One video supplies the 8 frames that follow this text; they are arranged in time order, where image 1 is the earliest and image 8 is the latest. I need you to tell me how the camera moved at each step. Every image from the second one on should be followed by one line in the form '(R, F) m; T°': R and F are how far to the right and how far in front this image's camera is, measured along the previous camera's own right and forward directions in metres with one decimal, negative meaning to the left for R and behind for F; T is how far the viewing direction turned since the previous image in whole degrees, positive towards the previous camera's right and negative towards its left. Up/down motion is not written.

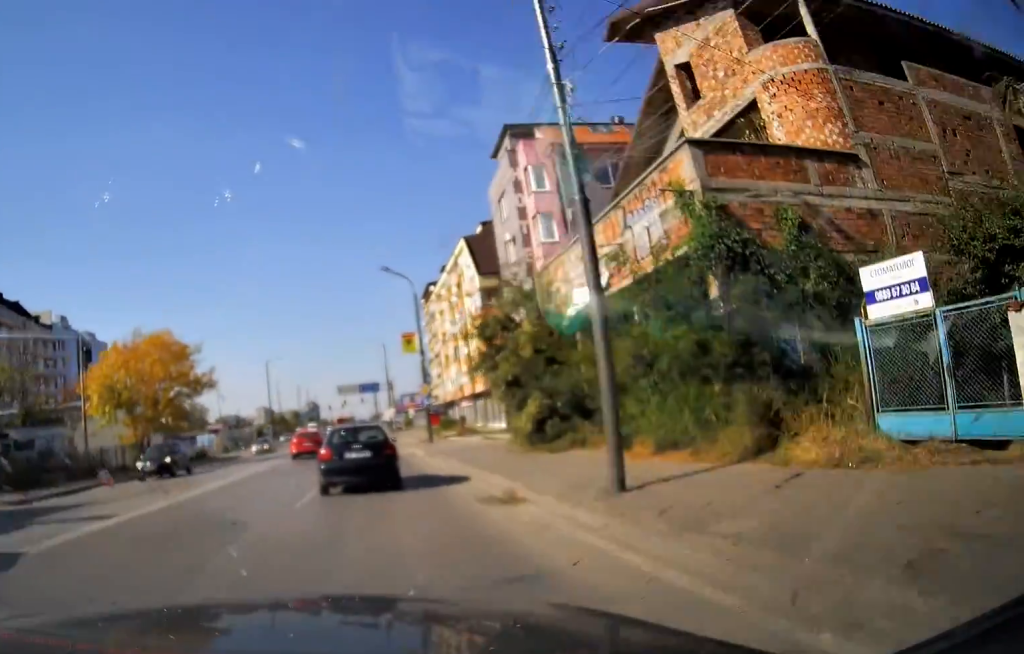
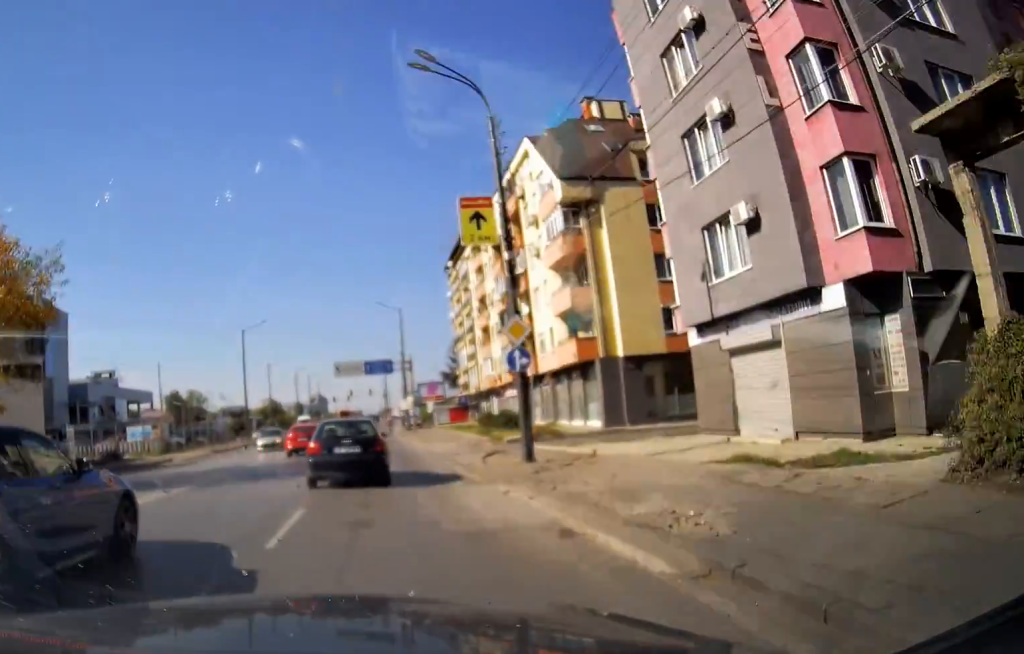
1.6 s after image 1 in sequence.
(0.0, +22.0) m; 0°
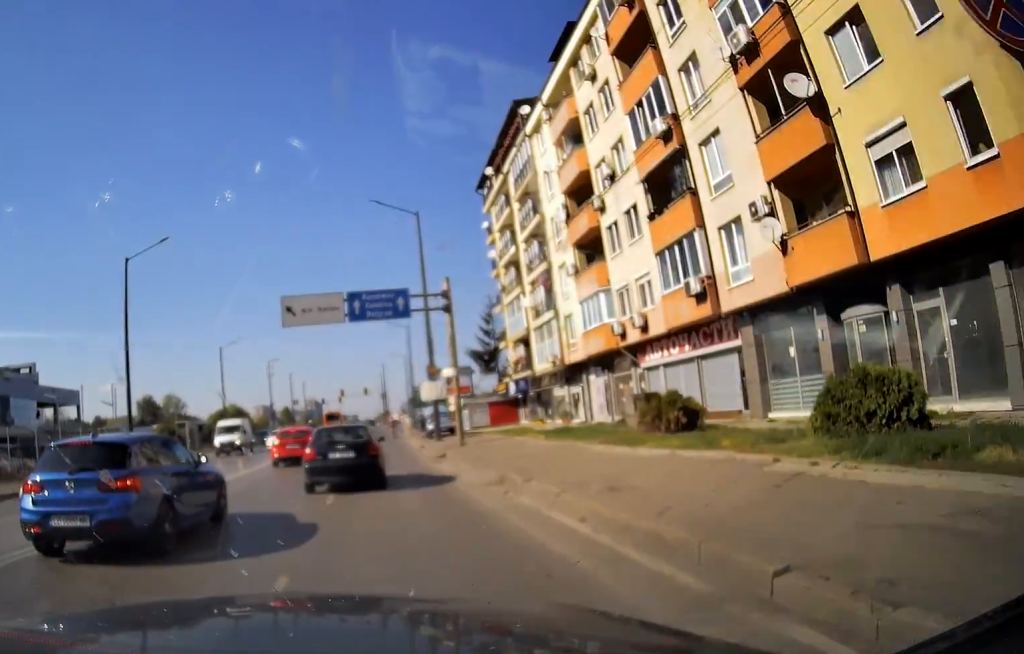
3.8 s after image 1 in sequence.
(-0.5, +30.9) m; -1°
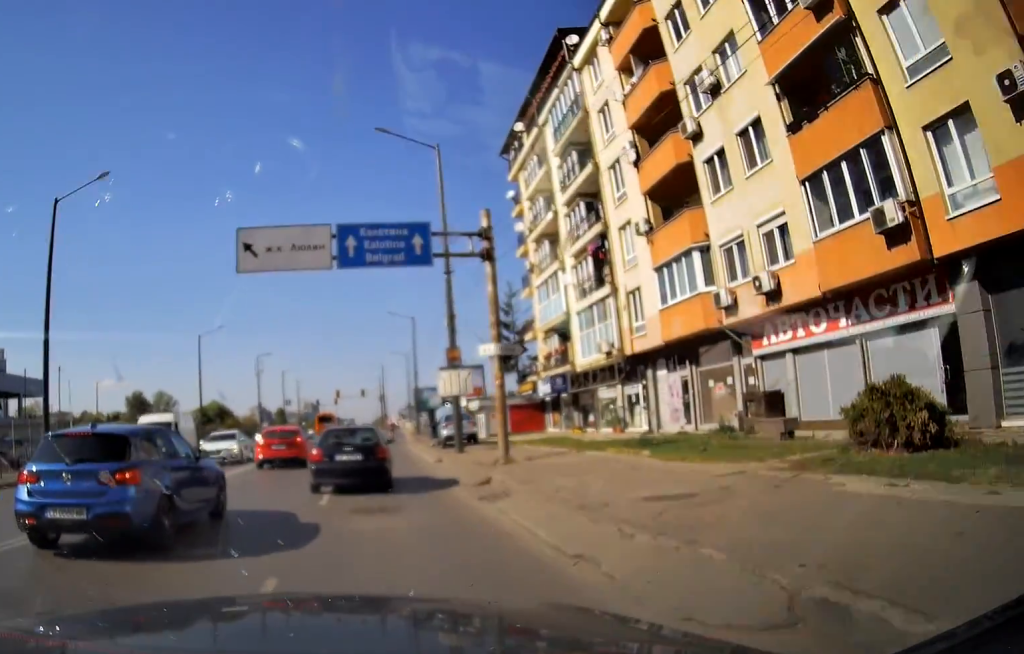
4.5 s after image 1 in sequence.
(0.0, +9.0) m; 0°
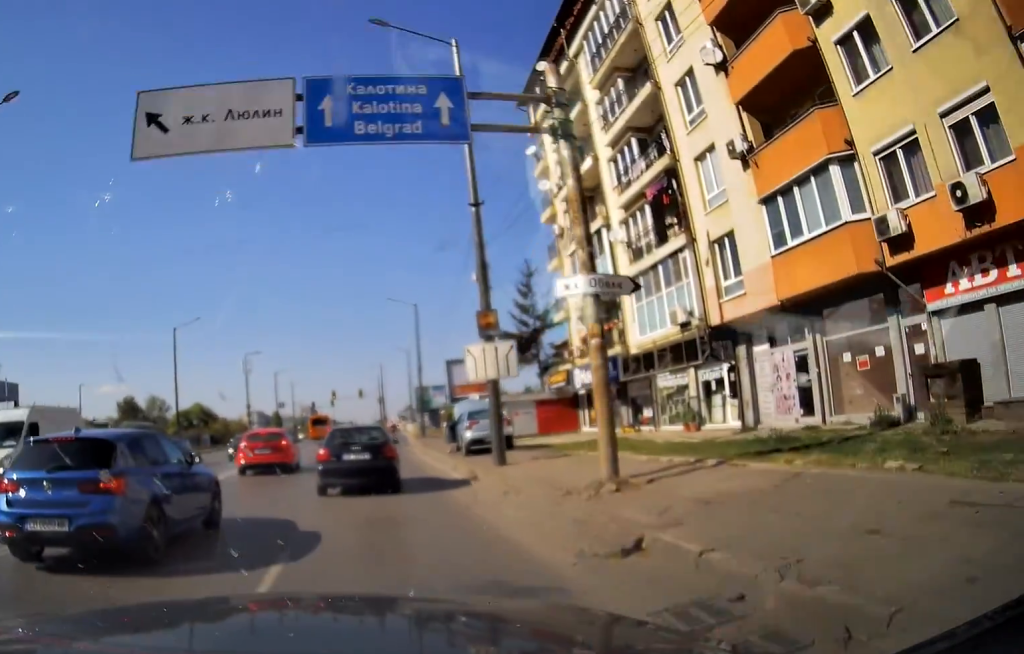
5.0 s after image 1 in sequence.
(0.0, +7.5) m; +1°
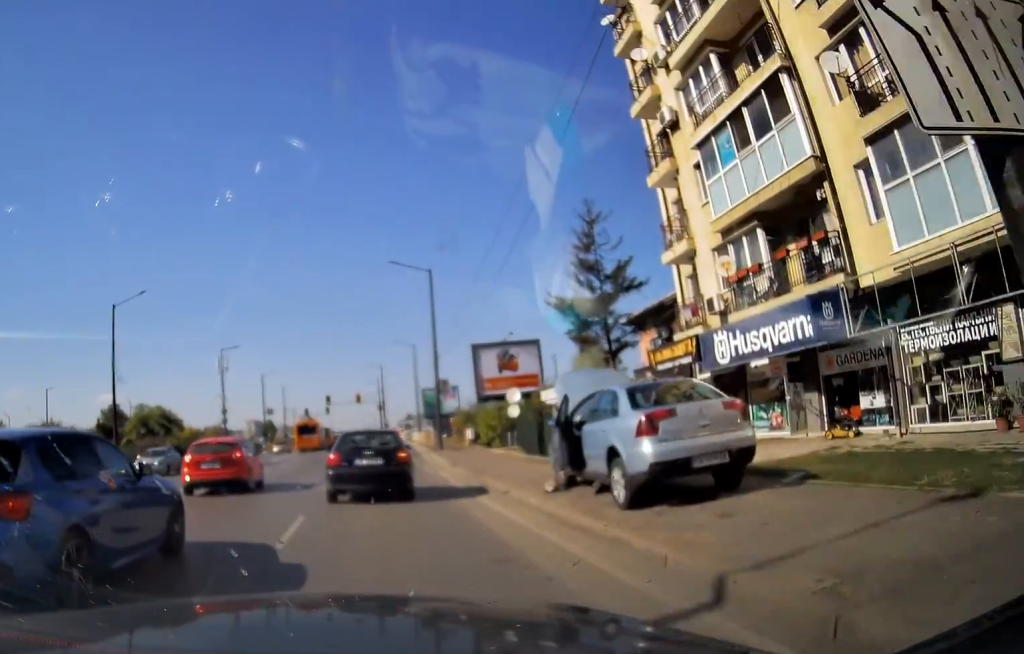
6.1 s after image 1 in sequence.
(+0.2, +13.8) m; +2°
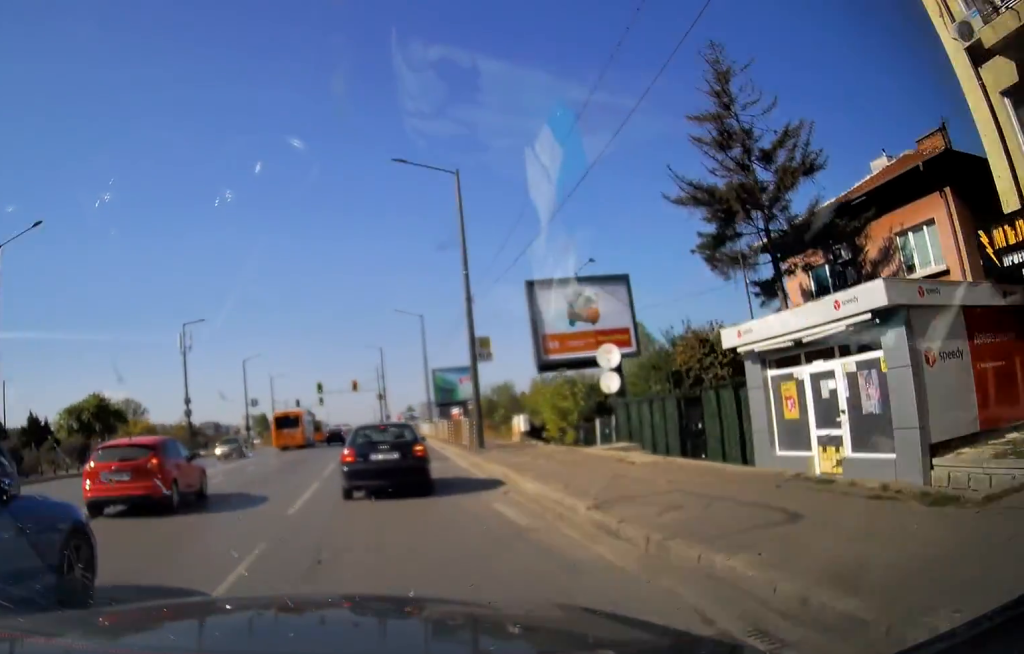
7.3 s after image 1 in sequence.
(+0.3, +14.4) m; +1°
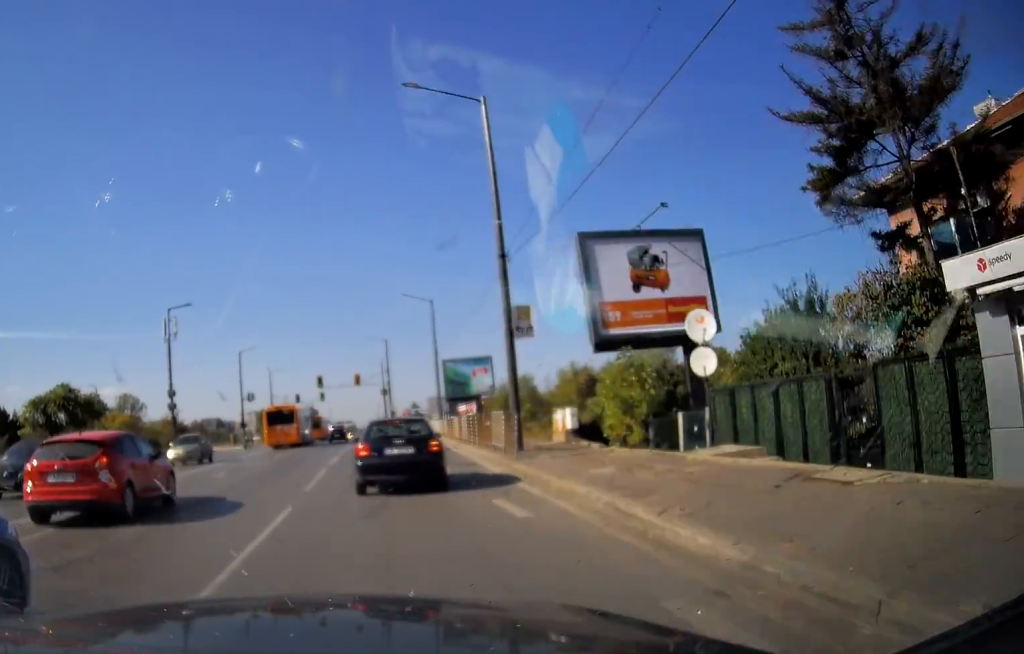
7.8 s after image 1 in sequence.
(-0.1, +5.8) m; 0°
